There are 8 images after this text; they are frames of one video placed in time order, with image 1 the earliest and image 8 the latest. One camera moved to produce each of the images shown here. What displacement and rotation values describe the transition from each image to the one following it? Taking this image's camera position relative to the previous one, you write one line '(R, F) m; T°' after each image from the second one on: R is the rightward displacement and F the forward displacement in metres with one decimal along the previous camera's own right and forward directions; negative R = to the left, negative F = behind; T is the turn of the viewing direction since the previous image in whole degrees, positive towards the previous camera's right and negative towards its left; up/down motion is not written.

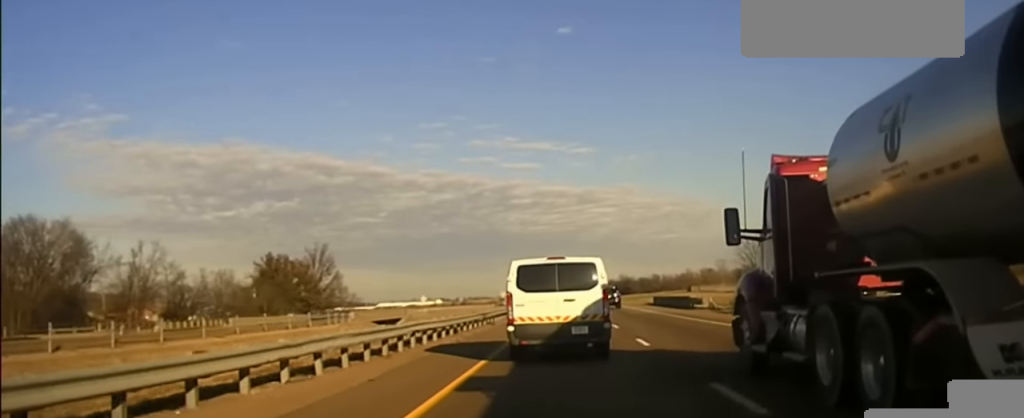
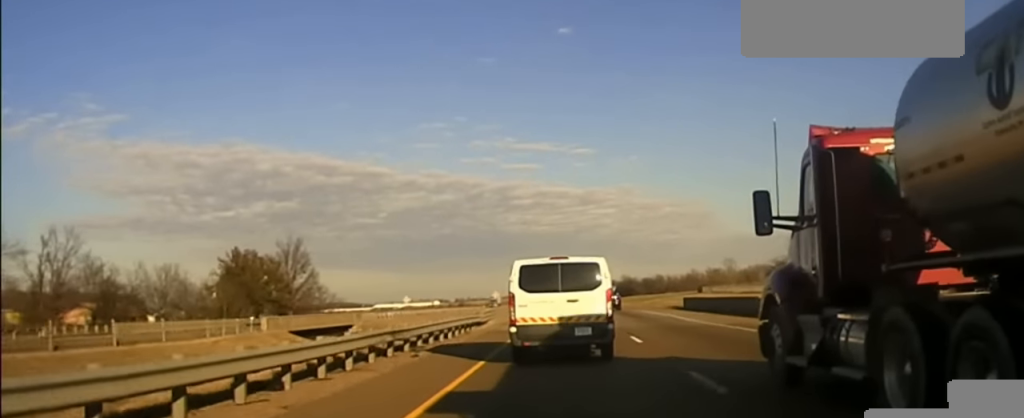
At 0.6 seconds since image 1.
(-0.2, +20.0) m; 0°
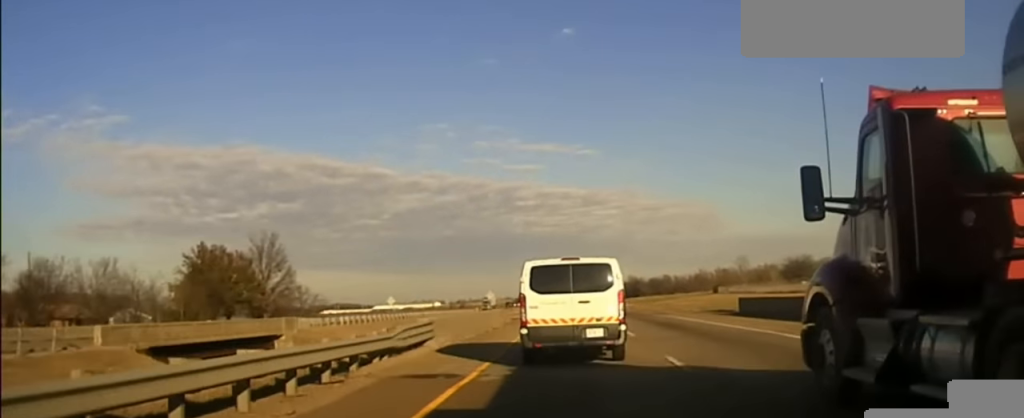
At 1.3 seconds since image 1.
(-0.2, +20.0) m; 0°
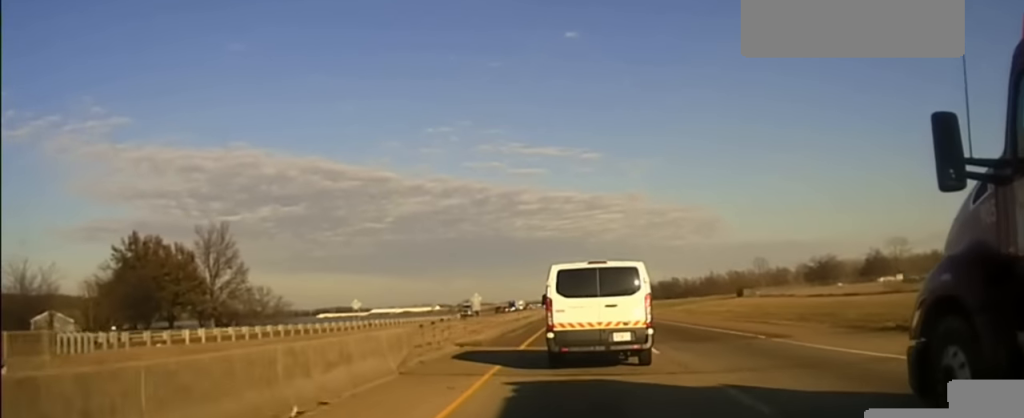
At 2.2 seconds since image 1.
(+0.1, +31.1) m; 0°
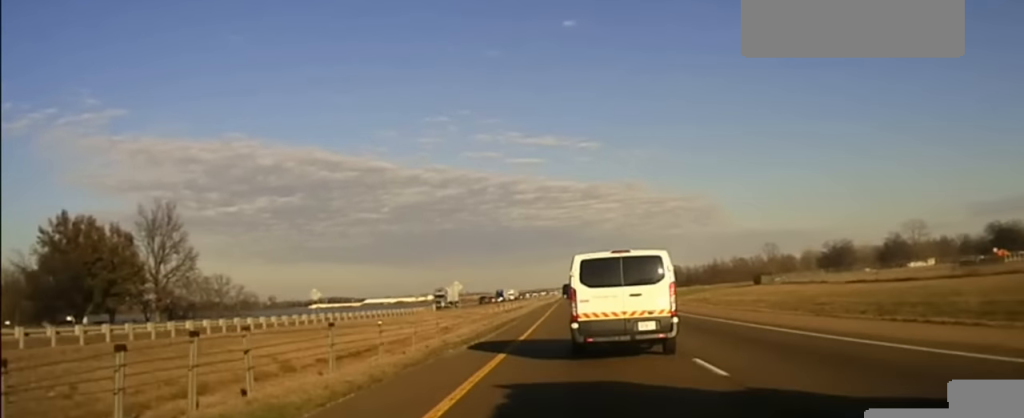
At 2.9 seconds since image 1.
(-0.1, +21.6) m; 0°
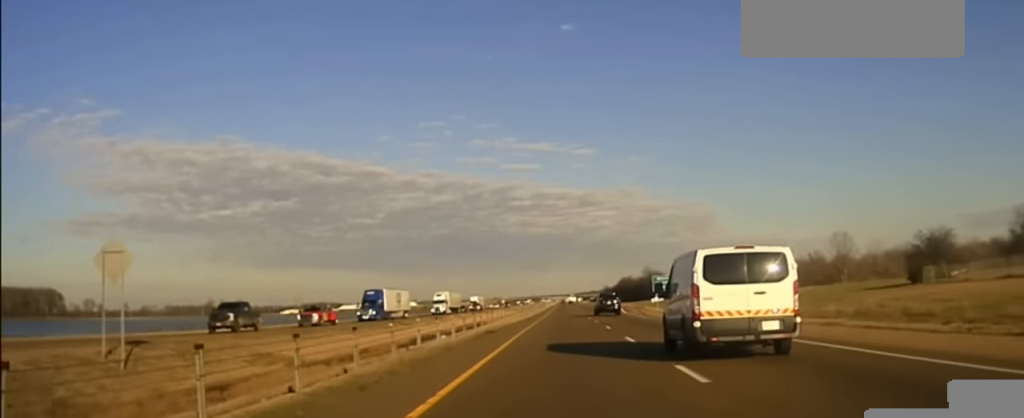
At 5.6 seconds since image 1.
(+0.3, +85.1) m; 0°
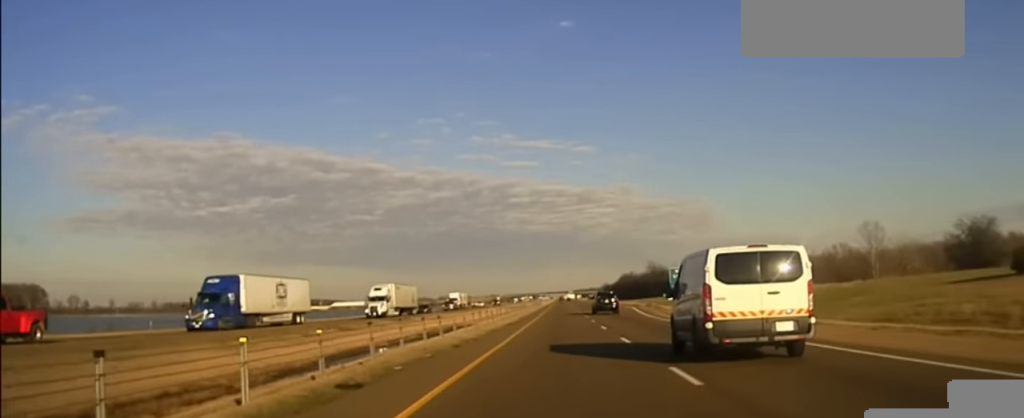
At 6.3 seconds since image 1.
(0.0, +23.6) m; 0°
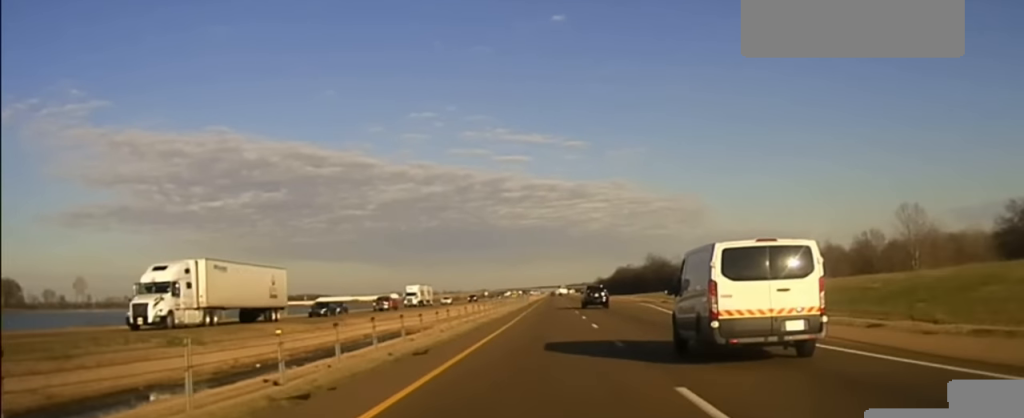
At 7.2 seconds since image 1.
(0.0, +29.0) m; 0°
